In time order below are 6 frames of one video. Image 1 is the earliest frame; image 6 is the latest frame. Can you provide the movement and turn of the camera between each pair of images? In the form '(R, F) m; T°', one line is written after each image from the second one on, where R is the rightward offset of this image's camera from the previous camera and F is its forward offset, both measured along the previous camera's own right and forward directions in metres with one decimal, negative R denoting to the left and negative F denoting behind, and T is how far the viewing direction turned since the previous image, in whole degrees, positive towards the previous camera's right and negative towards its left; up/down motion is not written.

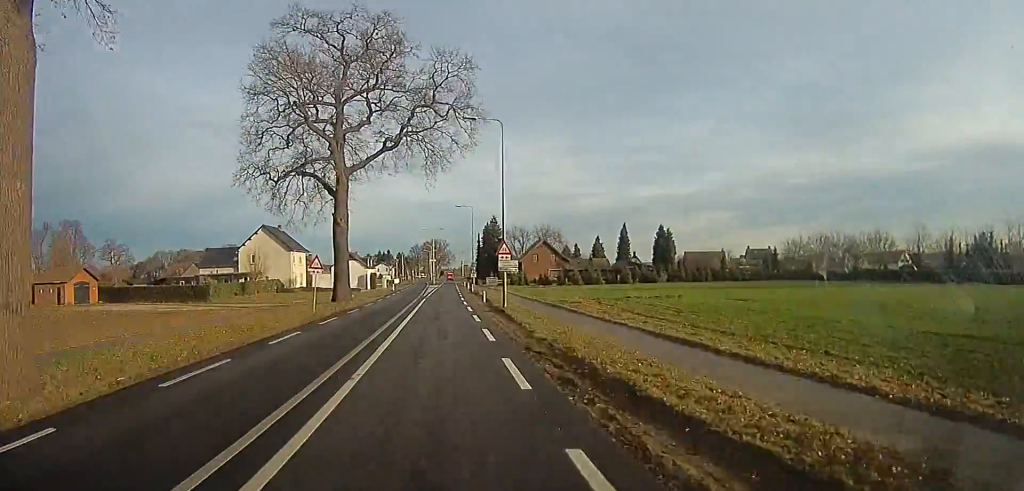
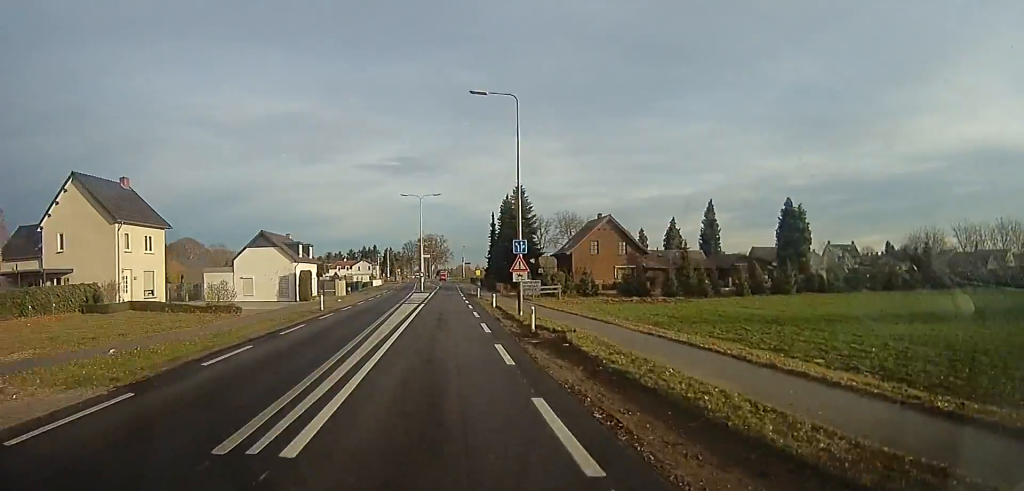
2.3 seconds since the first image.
(+0.2, +39.9) m; +2°
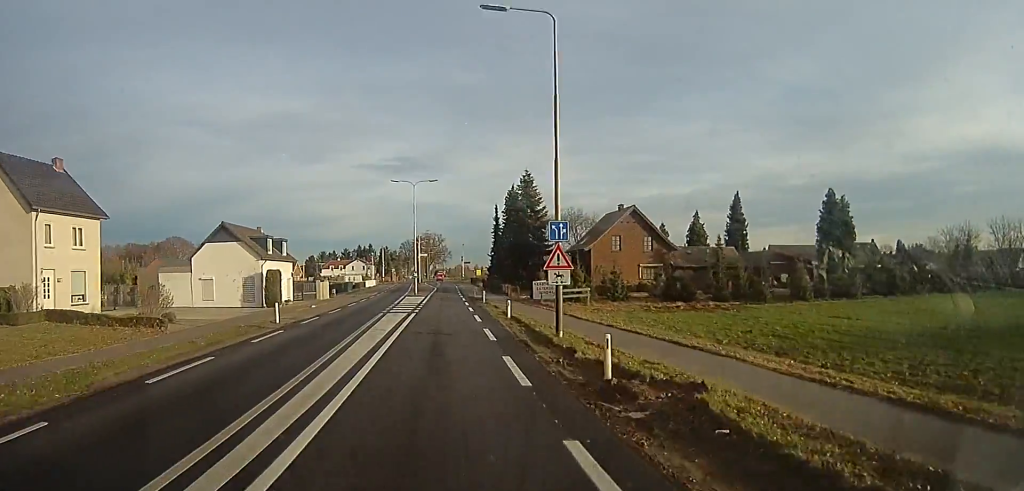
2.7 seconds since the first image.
(+0.2, +8.1) m; +1°
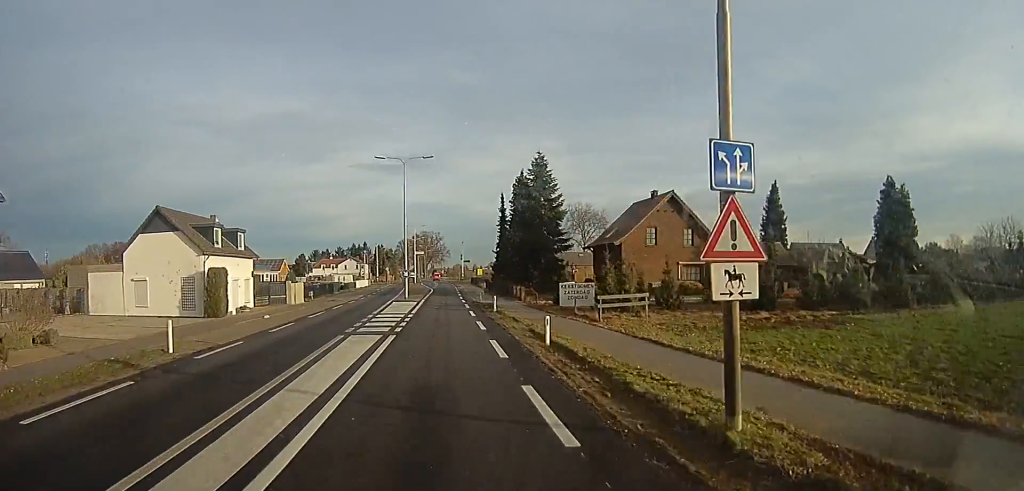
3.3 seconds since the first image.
(0.0, +9.1) m; 0°
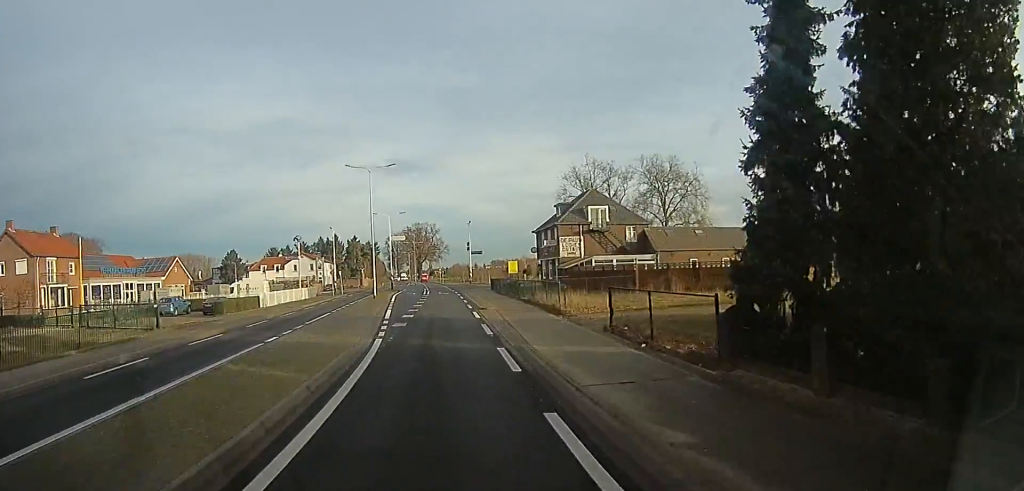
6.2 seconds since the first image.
(-2.5, +49.6) m; -2°
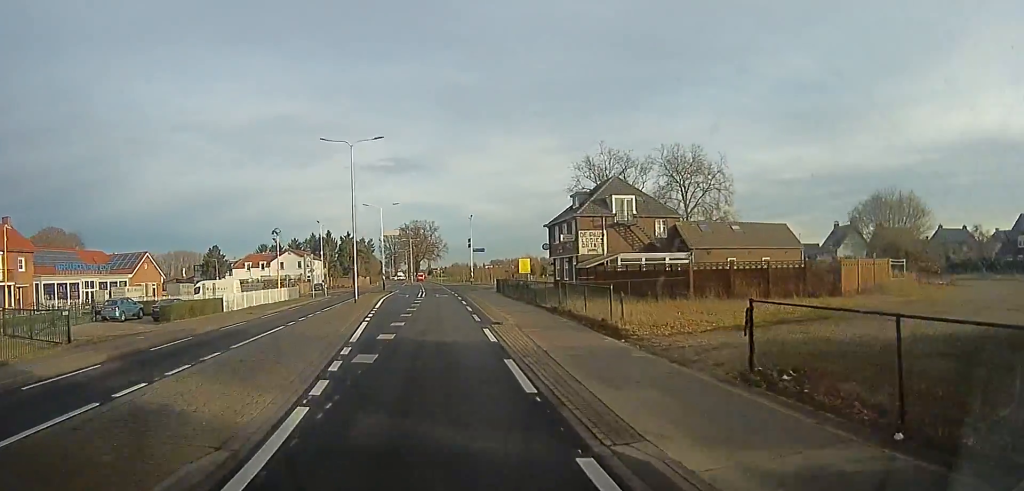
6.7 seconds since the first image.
(-0.3, +7.7) m; +2°
